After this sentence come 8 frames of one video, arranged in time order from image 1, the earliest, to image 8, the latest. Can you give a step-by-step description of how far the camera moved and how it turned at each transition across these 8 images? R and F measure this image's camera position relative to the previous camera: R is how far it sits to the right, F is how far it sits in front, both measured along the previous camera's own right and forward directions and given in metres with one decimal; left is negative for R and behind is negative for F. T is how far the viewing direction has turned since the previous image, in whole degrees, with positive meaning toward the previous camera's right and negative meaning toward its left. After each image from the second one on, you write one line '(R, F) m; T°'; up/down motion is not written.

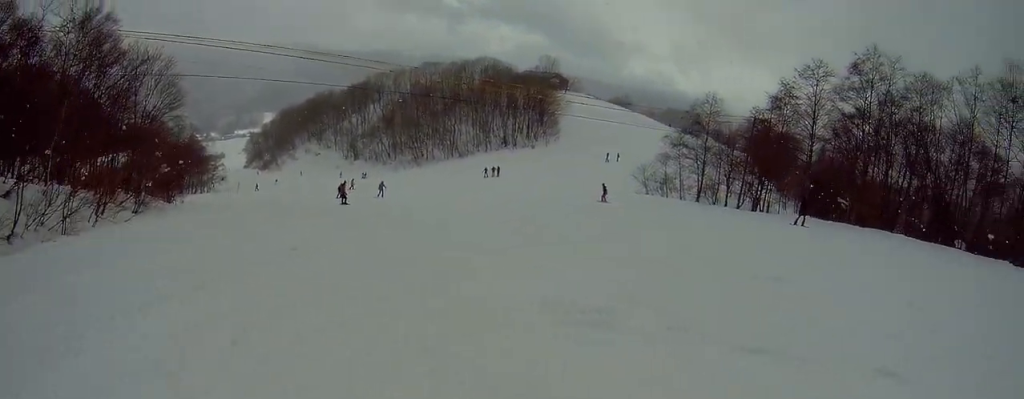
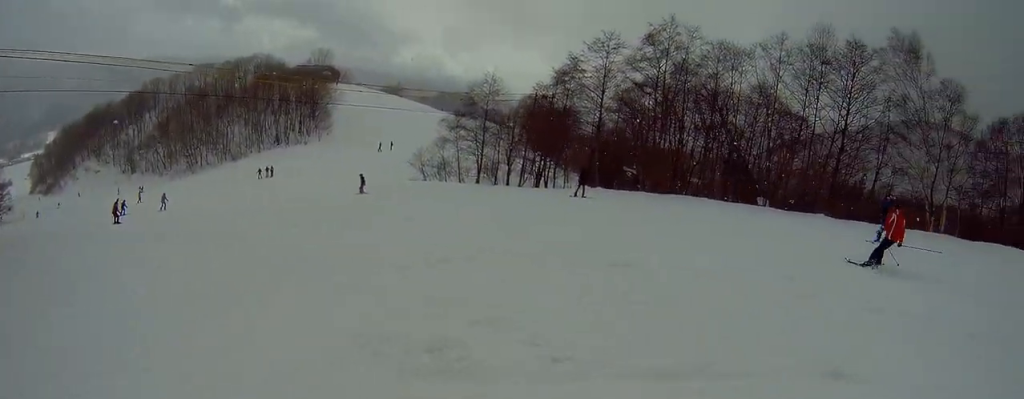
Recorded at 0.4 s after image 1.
(+0.1, +1.2) m; +8°
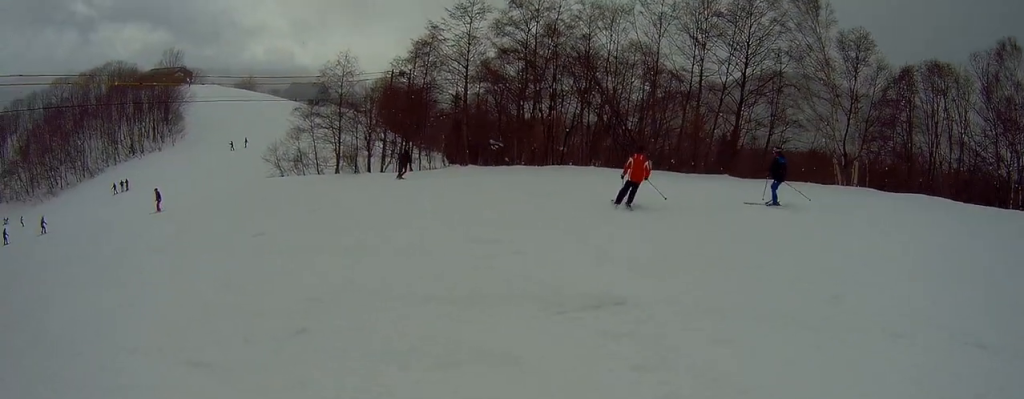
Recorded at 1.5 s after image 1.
(+0.5, +3.4) m; +6°
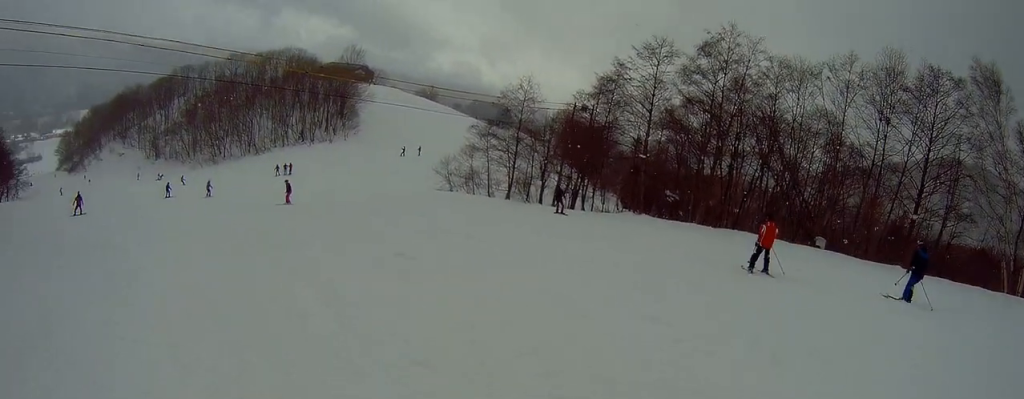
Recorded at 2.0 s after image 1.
(0.0, +1.6) m; -2°
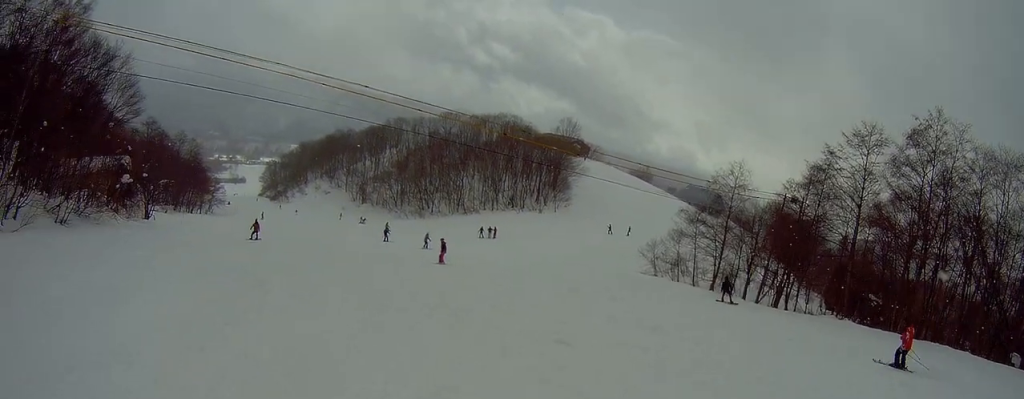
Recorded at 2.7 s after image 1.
(-0.1, +2.0) m; -7°
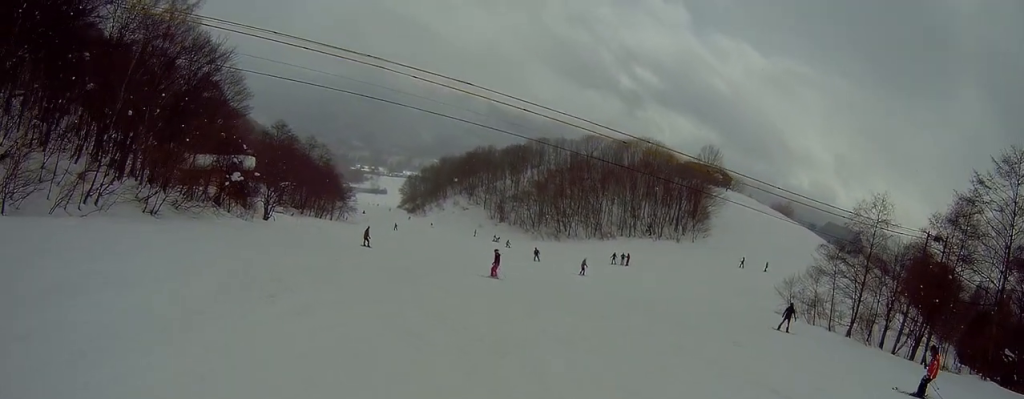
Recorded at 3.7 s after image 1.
(-0.4, +3.2) m; -14°
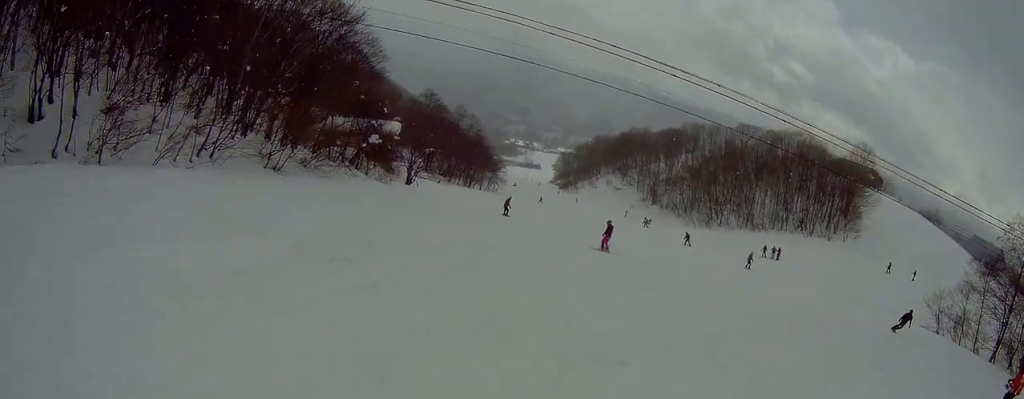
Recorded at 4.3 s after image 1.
(-0.1, +1.8) m; -8°
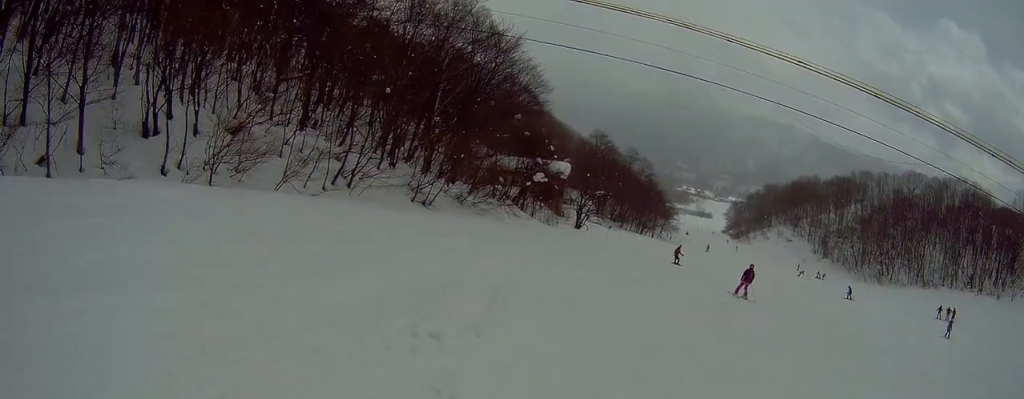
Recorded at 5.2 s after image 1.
(-0.3, +3.1) m; -5°
